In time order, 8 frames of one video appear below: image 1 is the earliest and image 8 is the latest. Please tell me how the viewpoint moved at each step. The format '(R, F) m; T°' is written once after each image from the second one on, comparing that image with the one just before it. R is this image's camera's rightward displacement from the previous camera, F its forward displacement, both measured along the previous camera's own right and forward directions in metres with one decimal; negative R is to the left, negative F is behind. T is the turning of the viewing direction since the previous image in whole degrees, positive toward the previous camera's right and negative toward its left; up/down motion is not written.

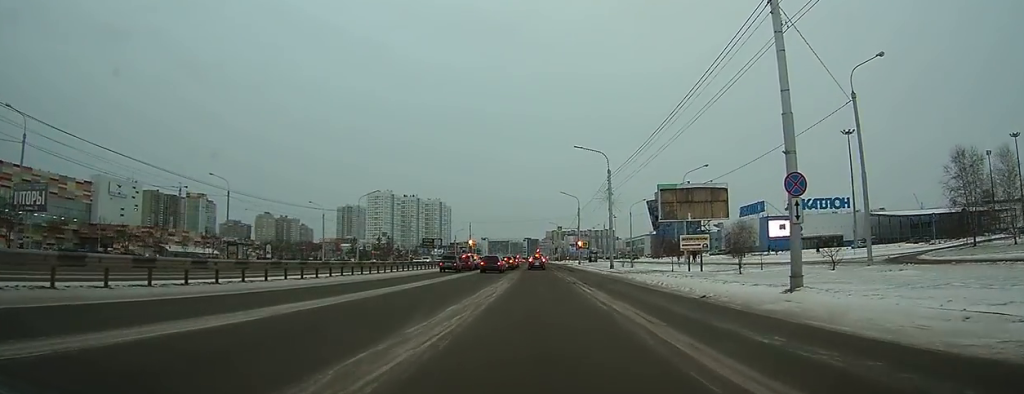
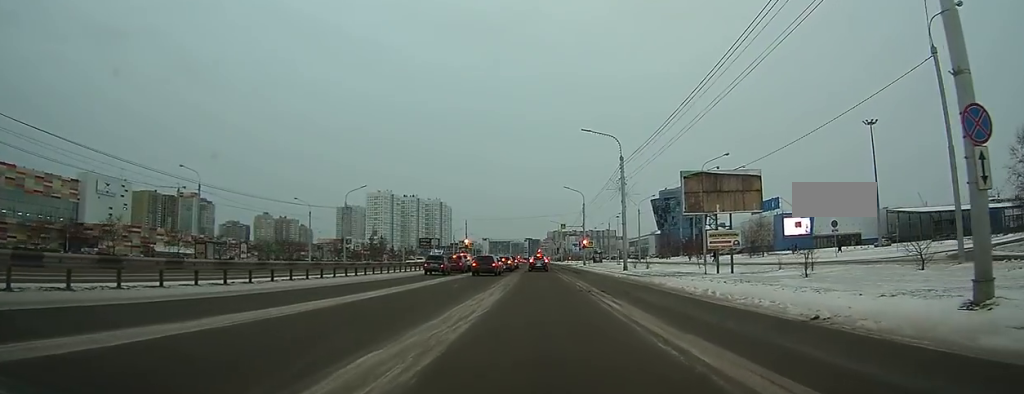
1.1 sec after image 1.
(-0.1, +7.9) m; -1°
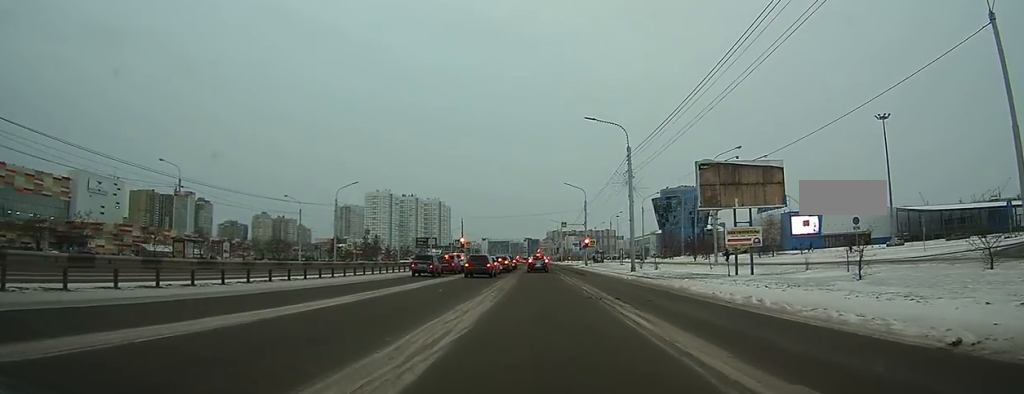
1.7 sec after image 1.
(-0.1, +4.4) m; 0°
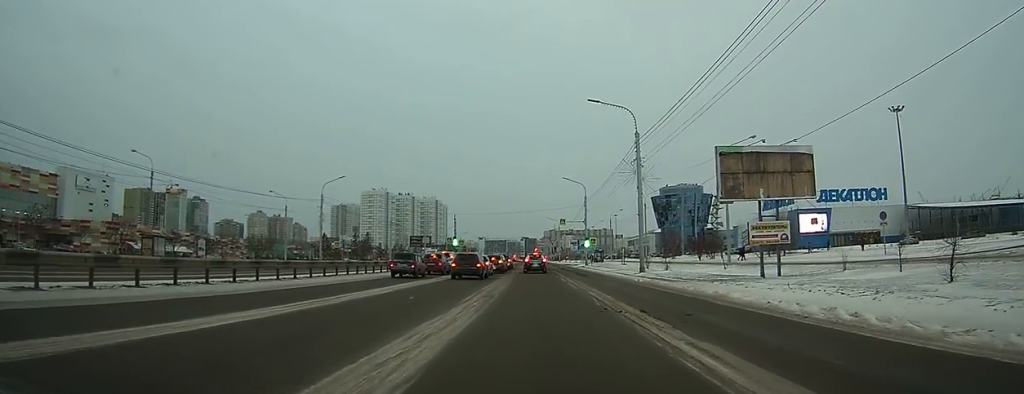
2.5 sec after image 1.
(+0.1, +5.1) m; -2°
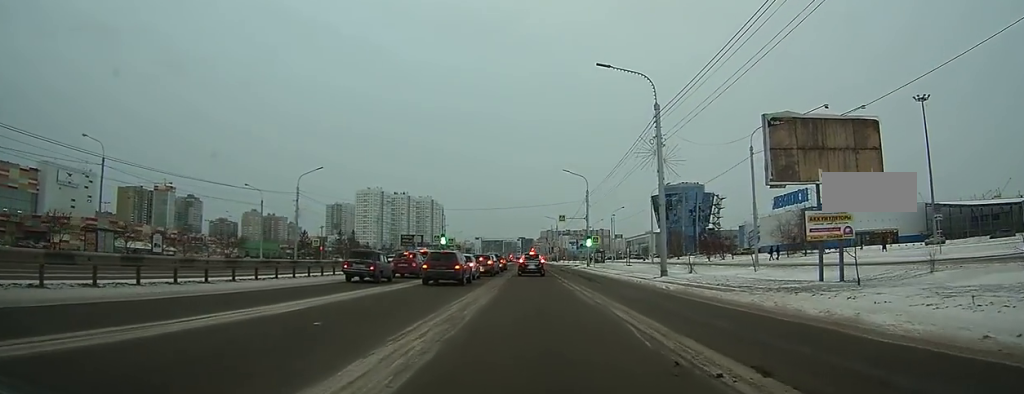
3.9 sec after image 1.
(-0.4, +8.1) m; -3°
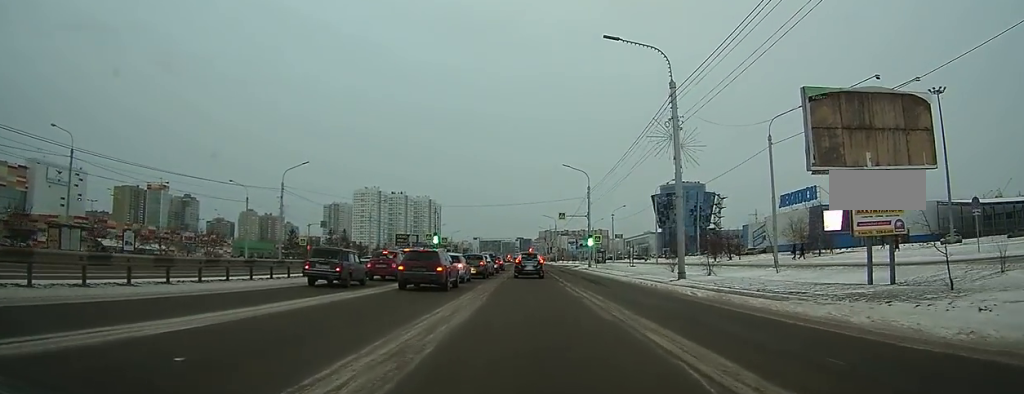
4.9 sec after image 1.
(+0.1, +4.6) m; +2°
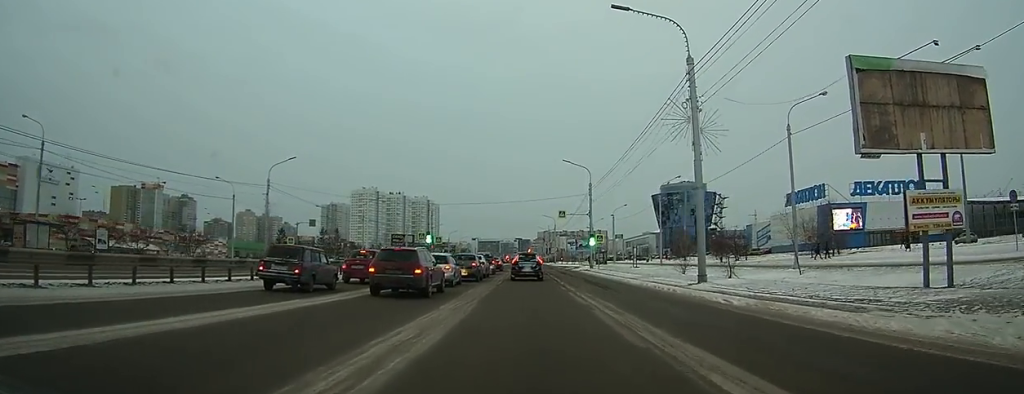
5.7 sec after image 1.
(0.0, +3.9) m; +2°
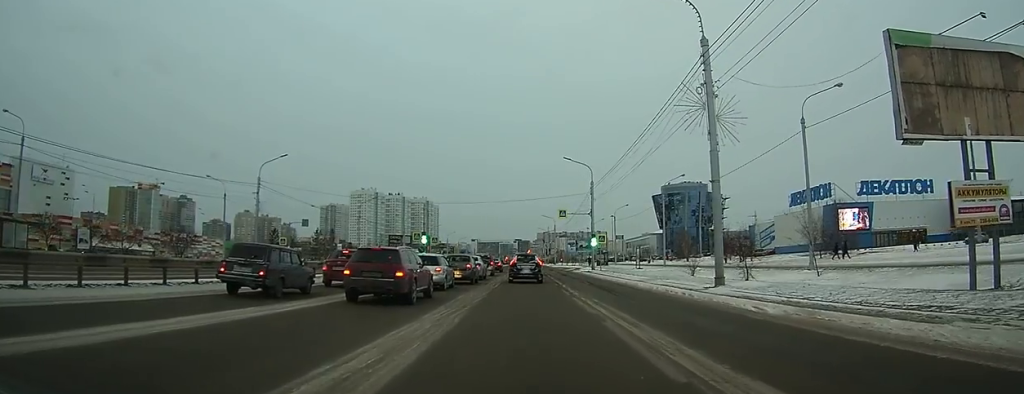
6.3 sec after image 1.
(+0.1, +2.5) m; +2°
